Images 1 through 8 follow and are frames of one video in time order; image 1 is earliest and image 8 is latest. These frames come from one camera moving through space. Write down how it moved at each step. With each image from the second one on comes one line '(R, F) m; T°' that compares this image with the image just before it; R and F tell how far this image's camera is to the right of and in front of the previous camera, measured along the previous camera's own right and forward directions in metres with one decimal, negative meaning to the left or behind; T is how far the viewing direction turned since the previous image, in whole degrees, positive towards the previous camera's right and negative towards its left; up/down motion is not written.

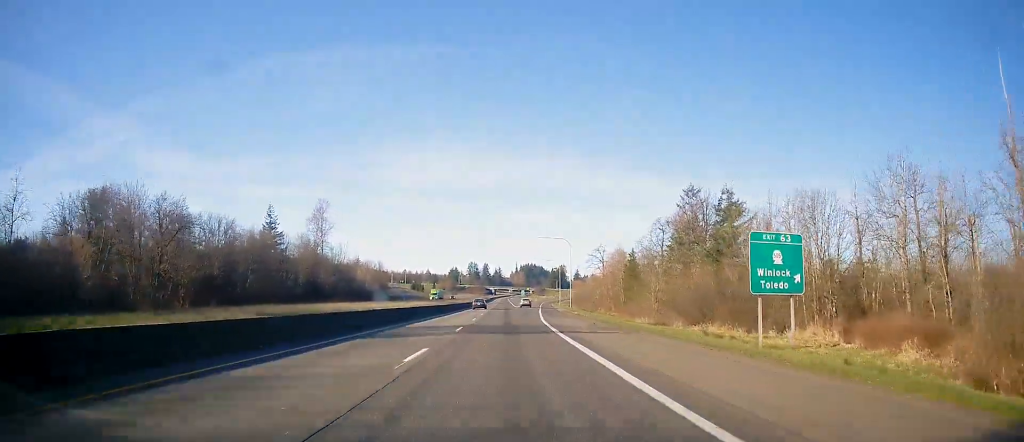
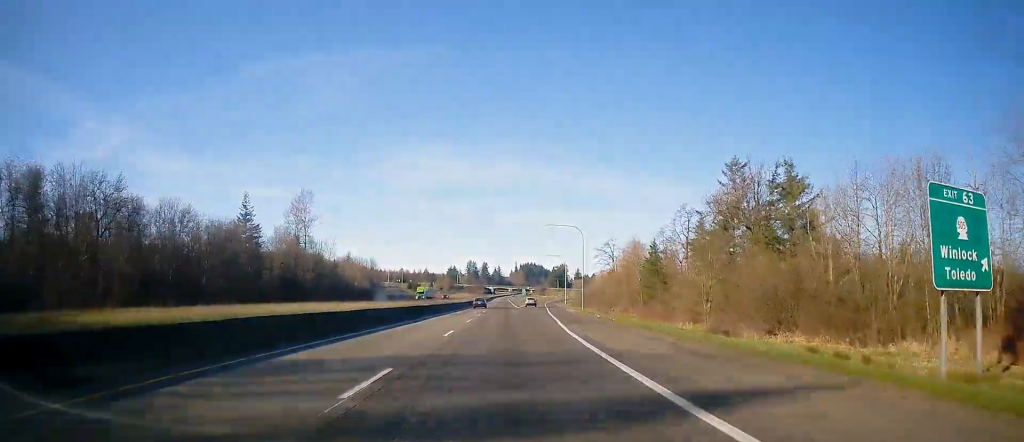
(+0.4, +16.5) m; 0°
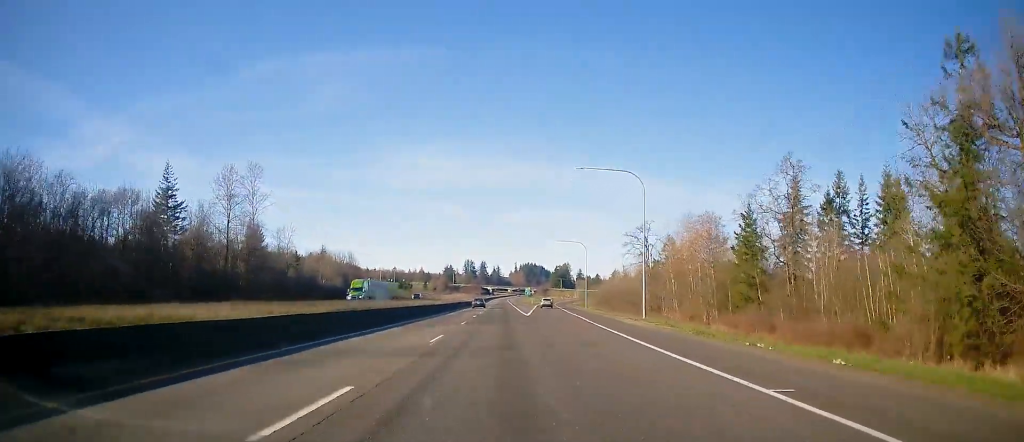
(0.0, +38.6) m; 0°
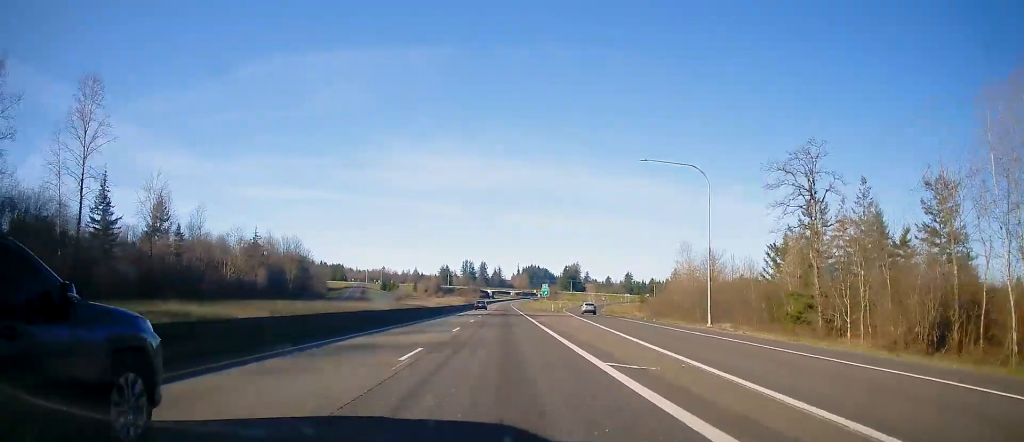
(+0.4, +66.1) m; +1°
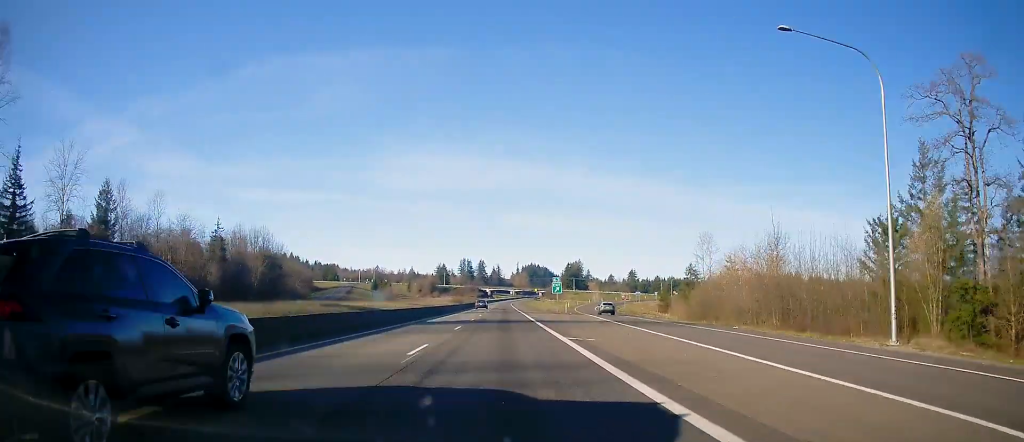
(-0.1, +23.3) m; 0°
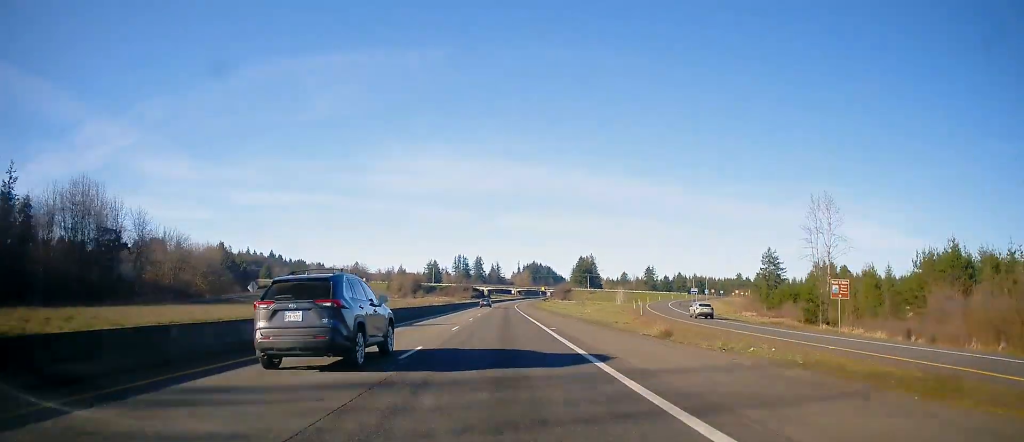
(-0.5, +74.4) m; 0°
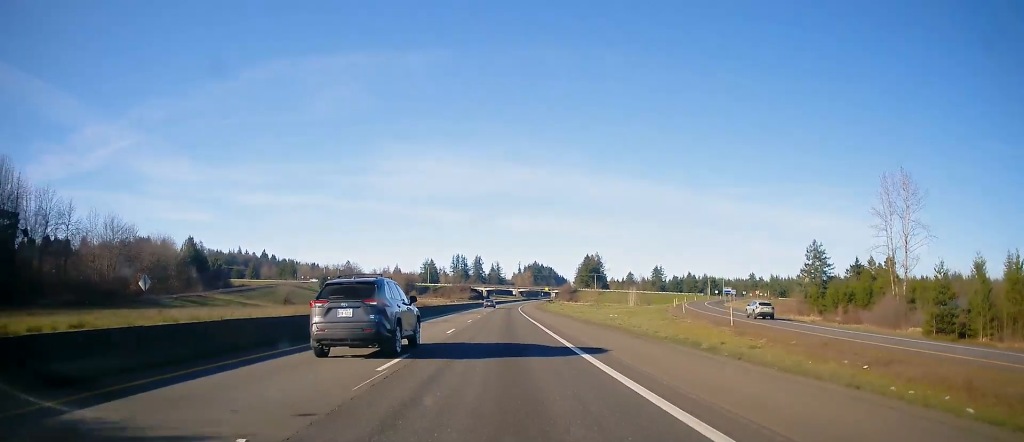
(+0.2, +26.6) m; 0°
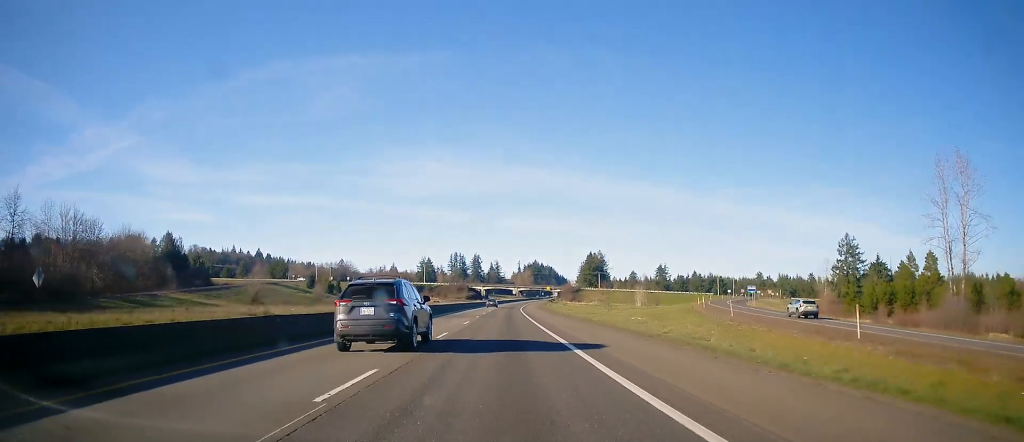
(+0.2, +15.5) m; 0°
